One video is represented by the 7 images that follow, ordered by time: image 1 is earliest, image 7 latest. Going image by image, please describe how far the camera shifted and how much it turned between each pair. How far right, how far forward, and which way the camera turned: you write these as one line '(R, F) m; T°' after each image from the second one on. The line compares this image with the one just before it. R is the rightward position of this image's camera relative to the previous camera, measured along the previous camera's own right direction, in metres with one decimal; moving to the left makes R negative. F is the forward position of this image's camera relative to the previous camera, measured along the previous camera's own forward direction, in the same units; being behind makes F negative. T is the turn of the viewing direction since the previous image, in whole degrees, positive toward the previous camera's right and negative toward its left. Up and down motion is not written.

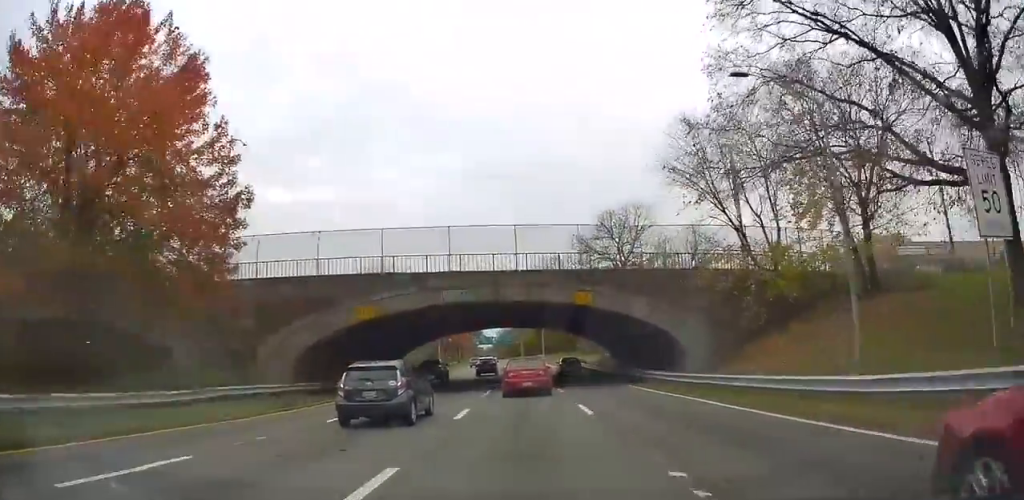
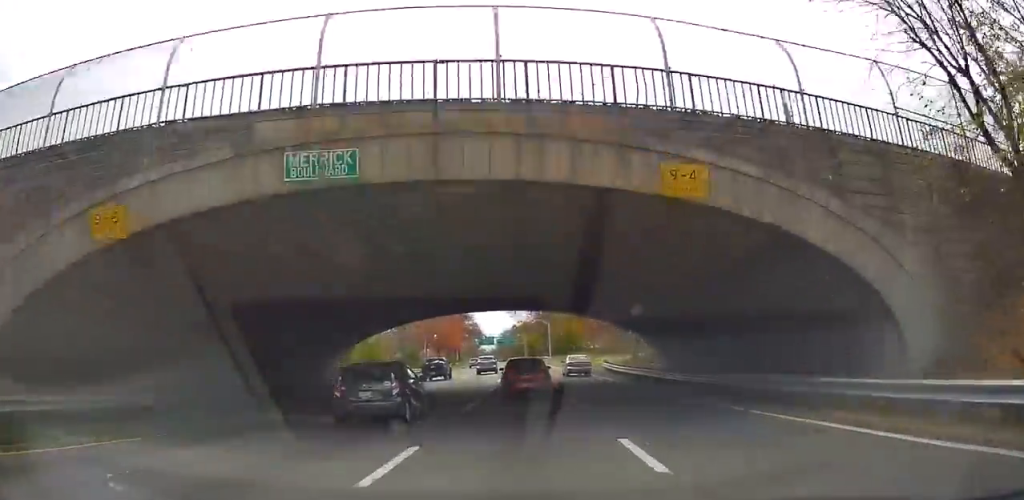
(-0.1, +17.8) m; 0°
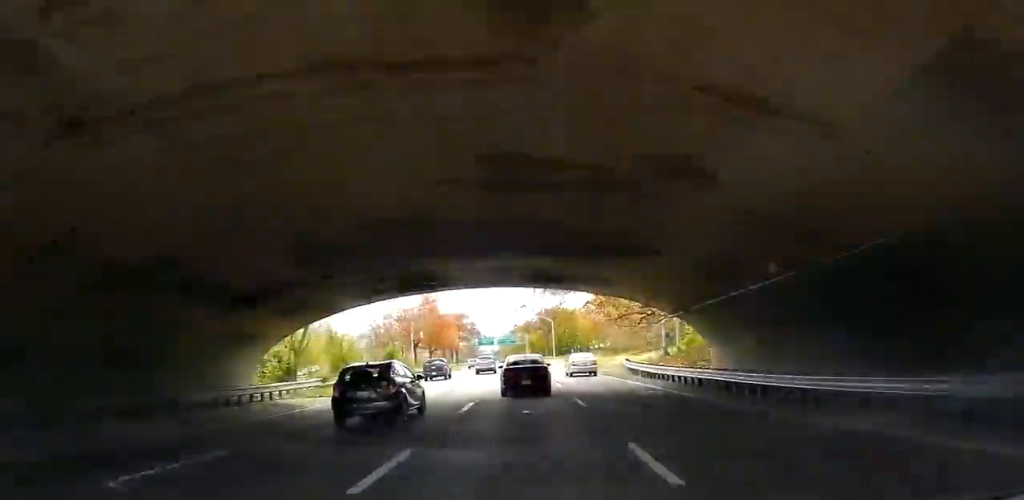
(+0.1, +10.7) m; 0°
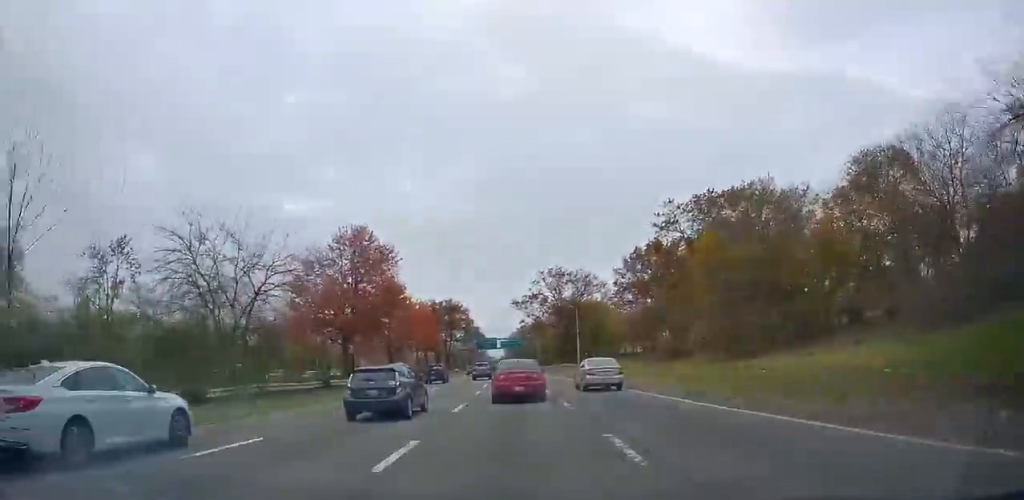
(-0.2, +39.3) m; -1°
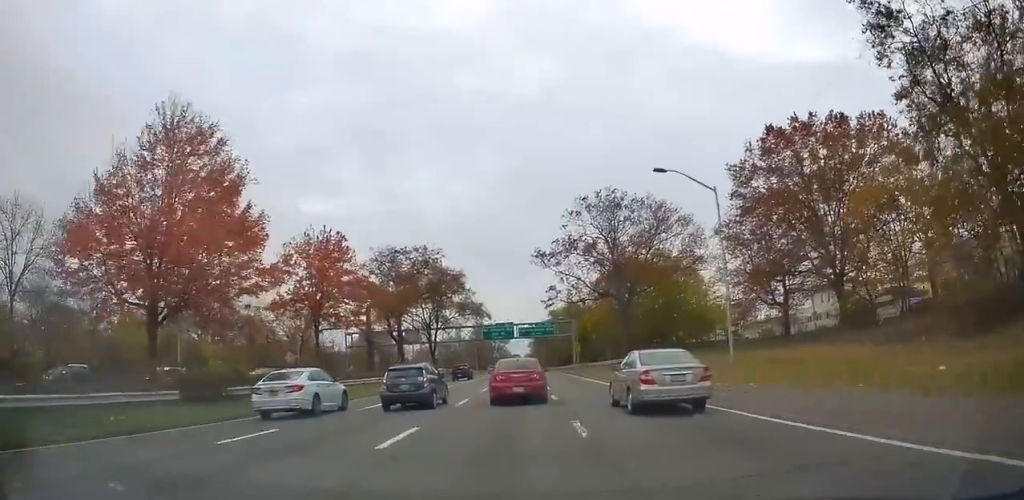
(-0.1, +53.3) m; -1°
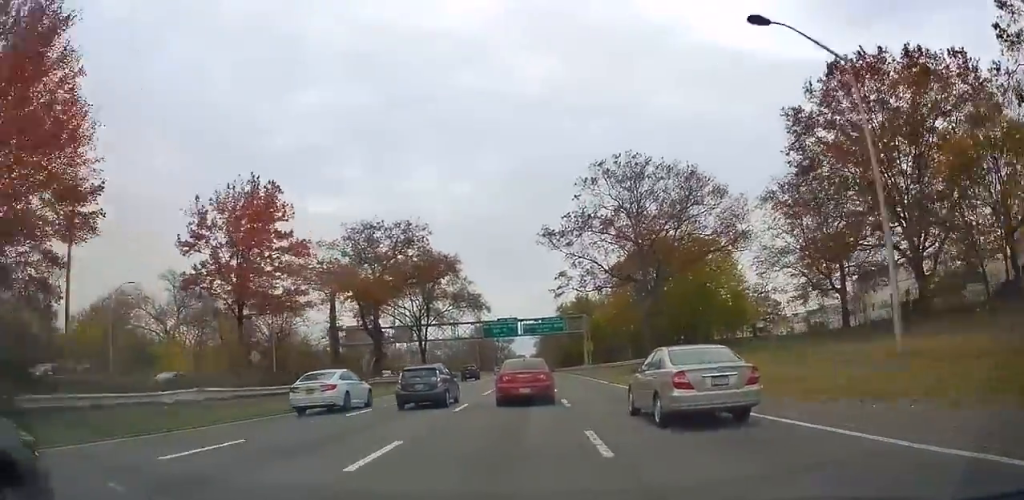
(-0.1, +12.4) m; -1°
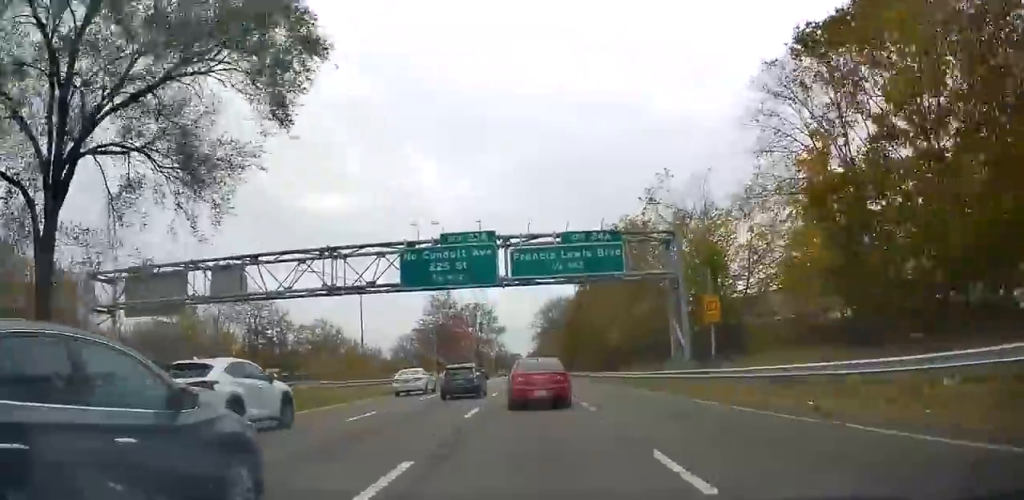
(-1.5, +63.5) m; -2°
